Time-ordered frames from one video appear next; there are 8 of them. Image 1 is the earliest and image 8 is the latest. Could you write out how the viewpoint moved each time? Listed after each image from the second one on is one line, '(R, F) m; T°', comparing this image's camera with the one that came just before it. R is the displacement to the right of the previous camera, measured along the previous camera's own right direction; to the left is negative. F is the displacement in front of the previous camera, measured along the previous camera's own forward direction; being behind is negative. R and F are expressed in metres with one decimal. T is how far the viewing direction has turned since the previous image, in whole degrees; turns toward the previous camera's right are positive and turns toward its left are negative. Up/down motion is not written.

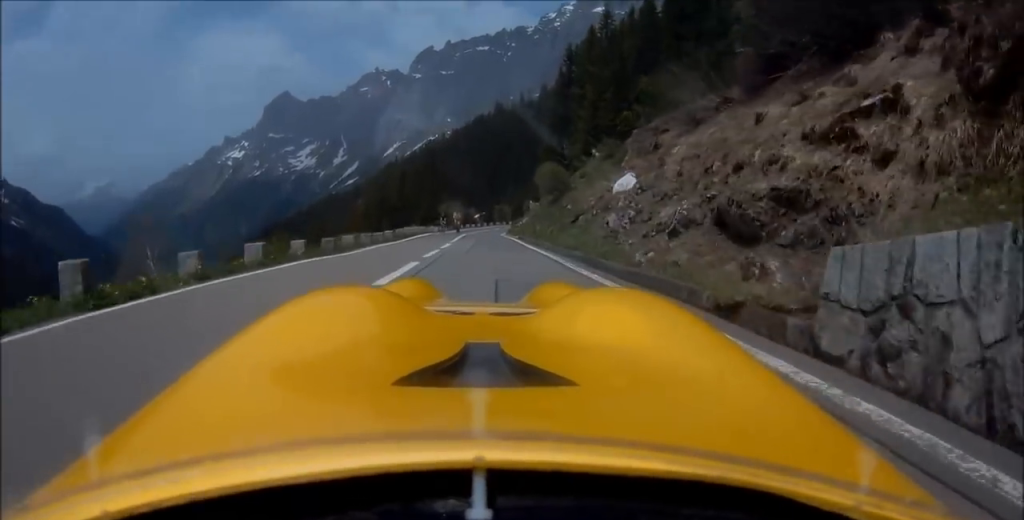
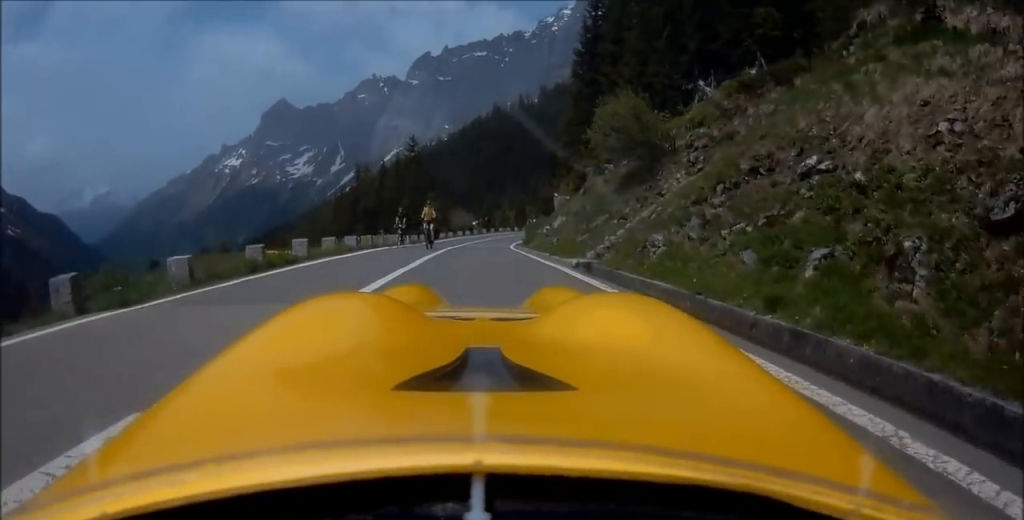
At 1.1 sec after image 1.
(0.0, +19.4) m; -2°
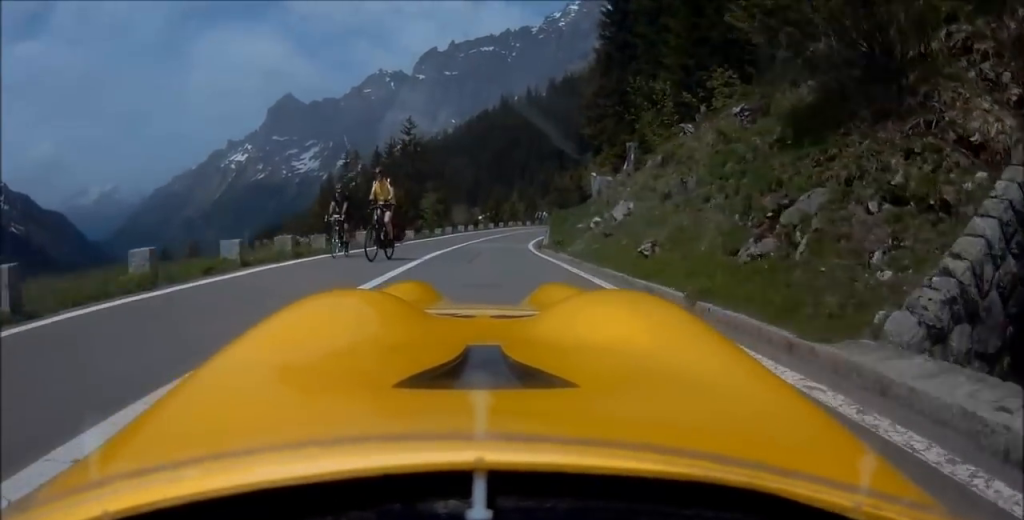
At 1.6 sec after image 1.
(-0.3, +9.9) m; -1°
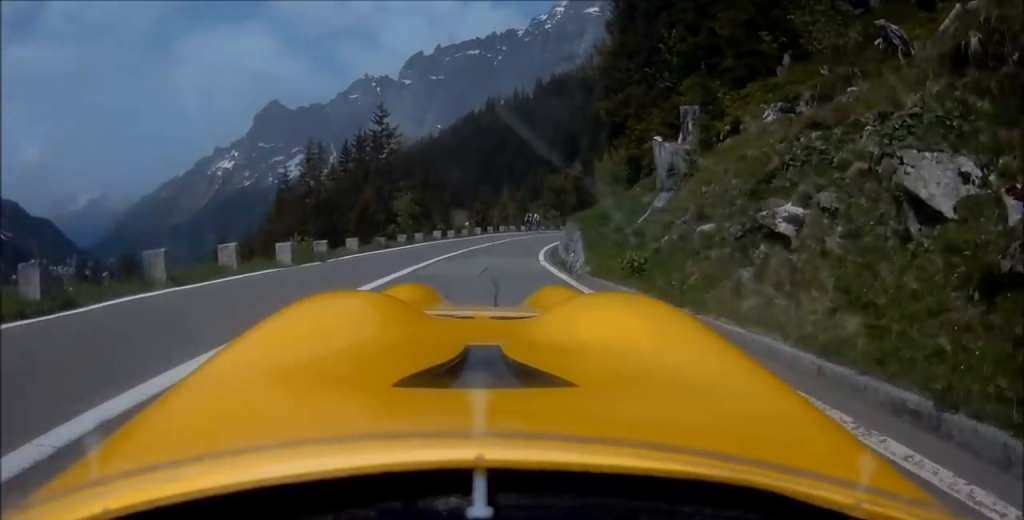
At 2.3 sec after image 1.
(-0.3, +11.0) m; -1°
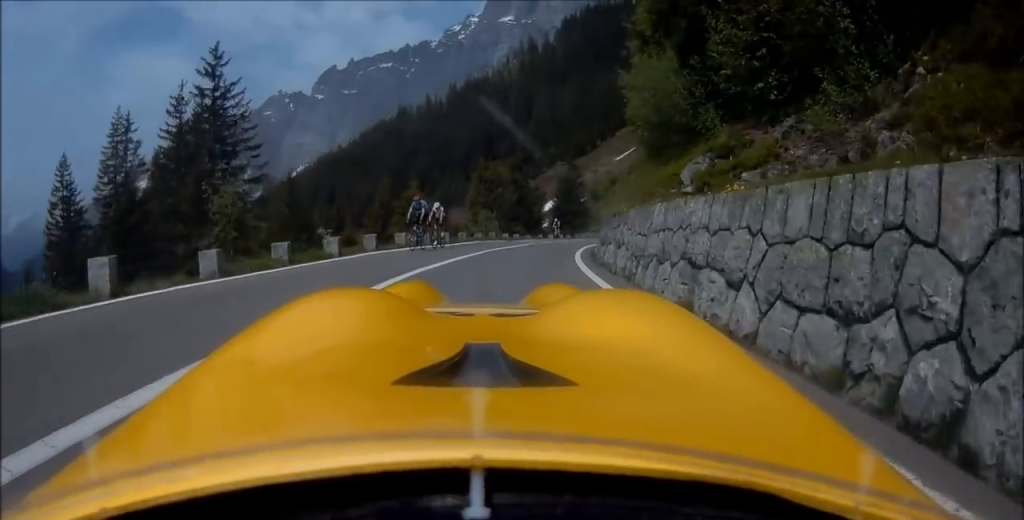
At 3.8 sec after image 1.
(+0.8, +25.8) m; +5°
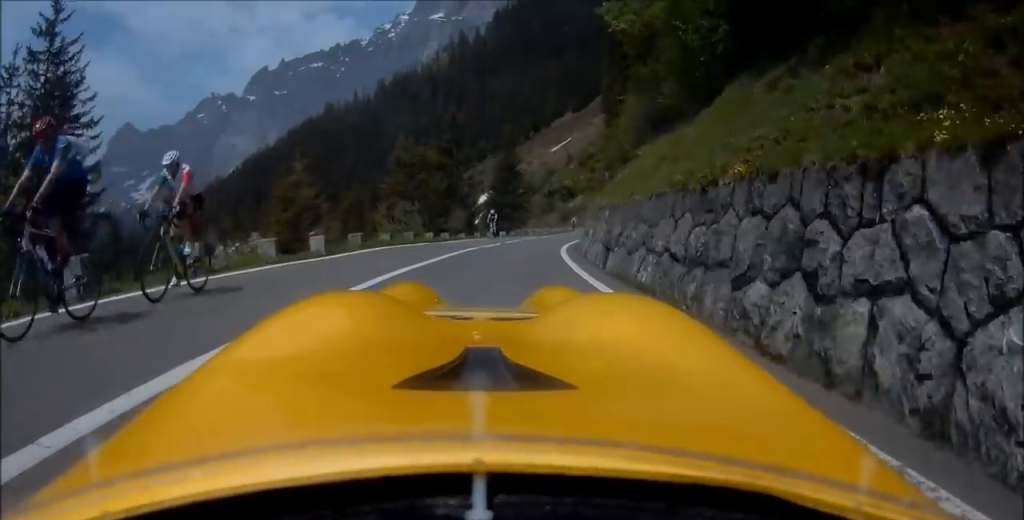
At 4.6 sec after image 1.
(+0.4, +12.1) m; +4°
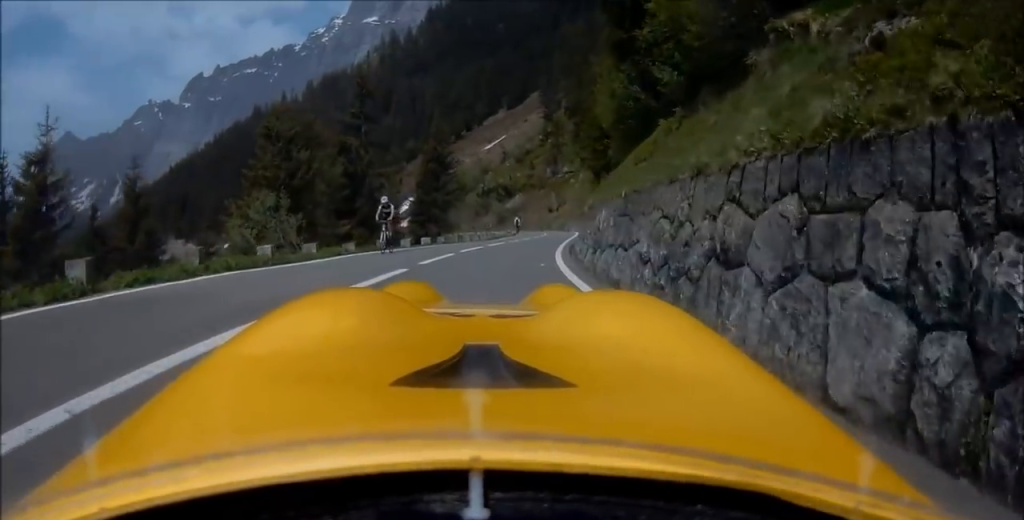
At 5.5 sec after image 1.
(+0.7, +14.5) m; +3°
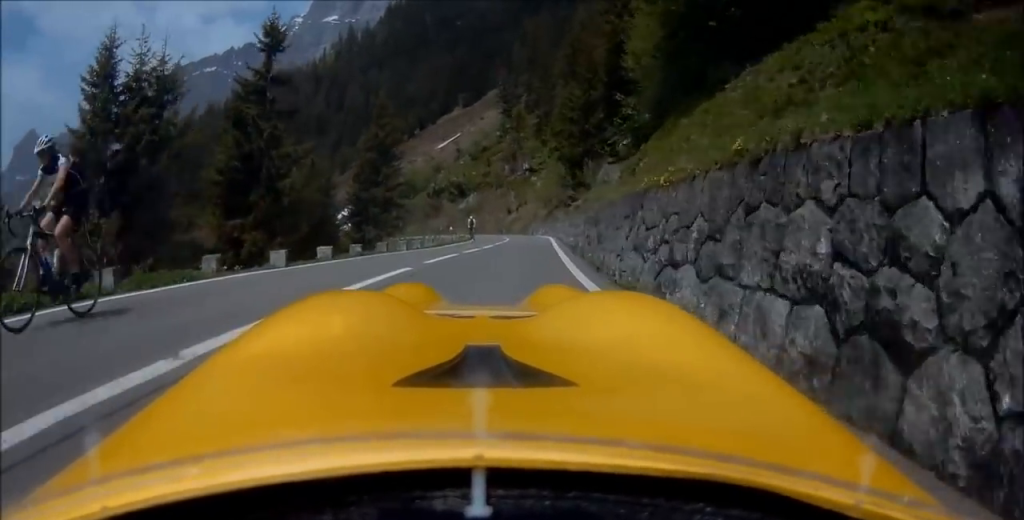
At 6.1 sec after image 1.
(0.0, +11.2) m; +1°
